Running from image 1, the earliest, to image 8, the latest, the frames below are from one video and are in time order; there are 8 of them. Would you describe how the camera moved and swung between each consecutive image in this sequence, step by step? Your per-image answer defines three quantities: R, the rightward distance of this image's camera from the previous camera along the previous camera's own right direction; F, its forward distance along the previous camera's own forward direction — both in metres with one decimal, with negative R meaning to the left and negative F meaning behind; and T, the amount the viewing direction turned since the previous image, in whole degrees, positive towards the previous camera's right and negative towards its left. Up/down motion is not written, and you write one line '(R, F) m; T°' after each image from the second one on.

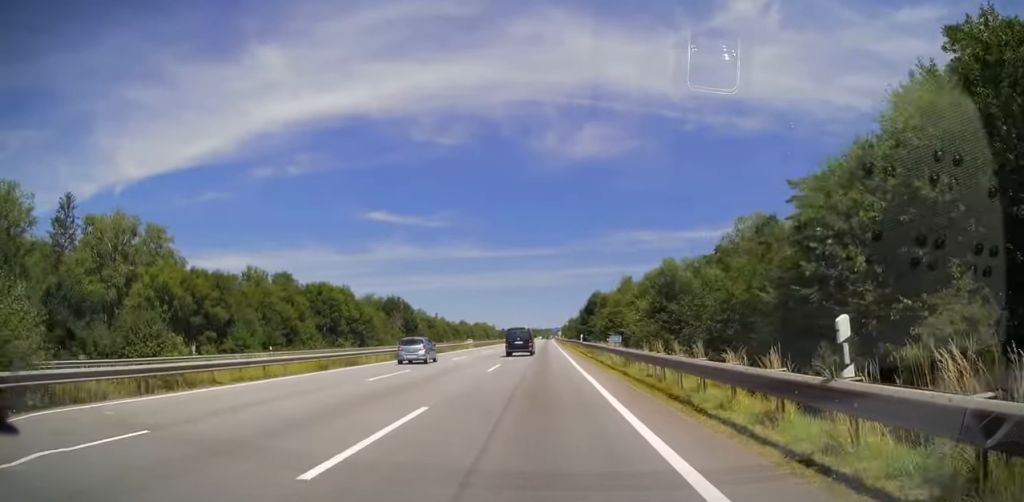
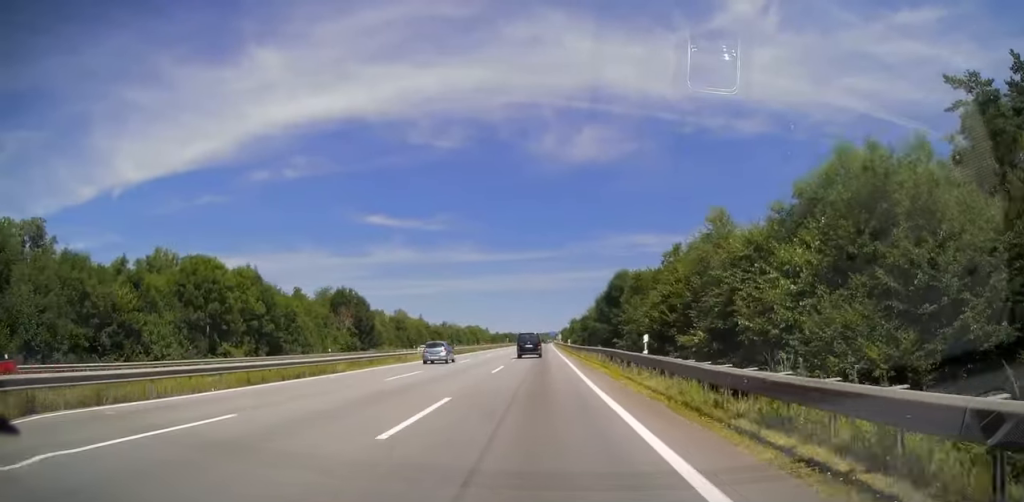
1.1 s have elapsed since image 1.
(+0.2, +33.4) m; 0°
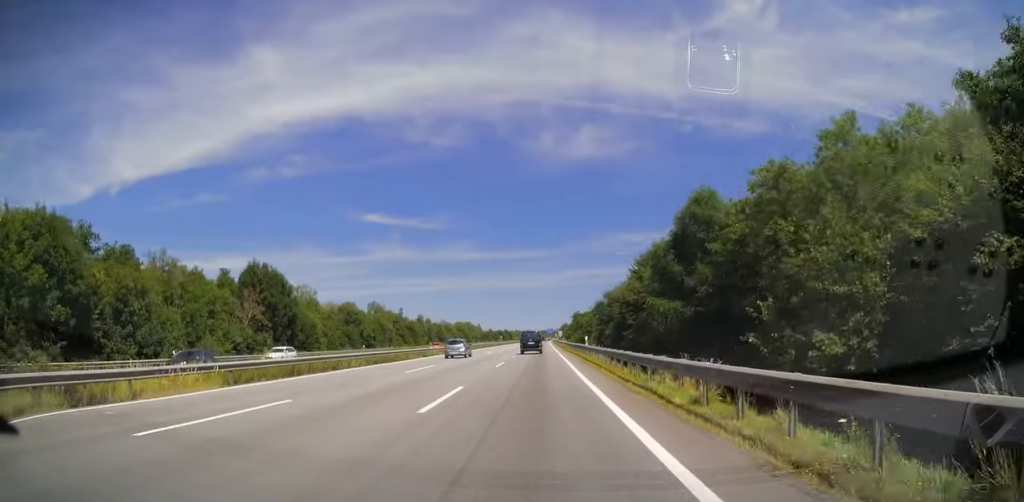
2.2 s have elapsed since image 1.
(-0.3, +33.0) m; 0°
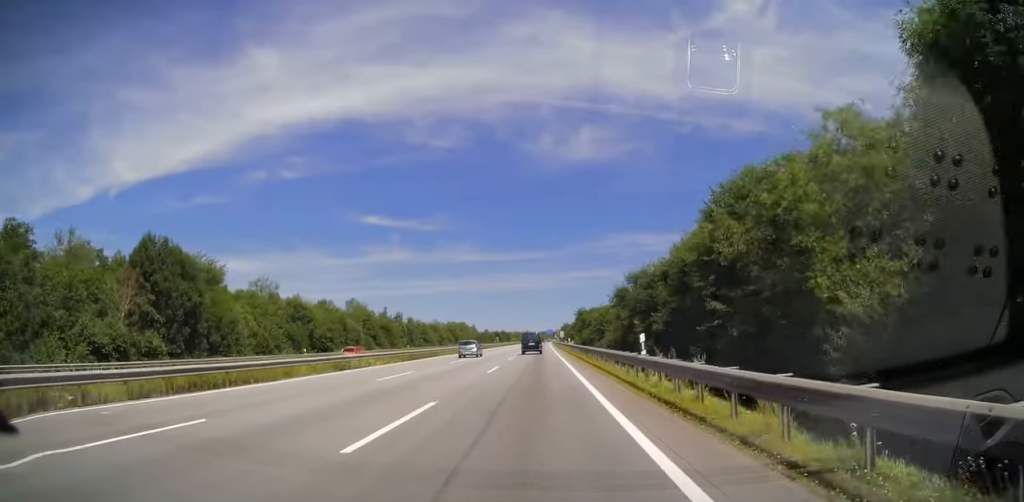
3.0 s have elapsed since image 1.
(0.0, +22.2) m; 0°
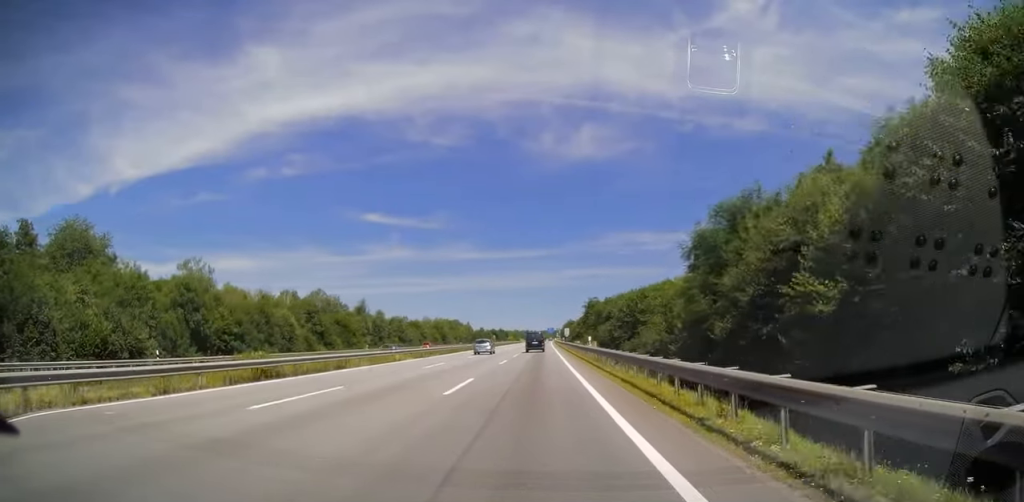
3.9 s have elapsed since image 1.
(+0.1, +28.0) m; +1°
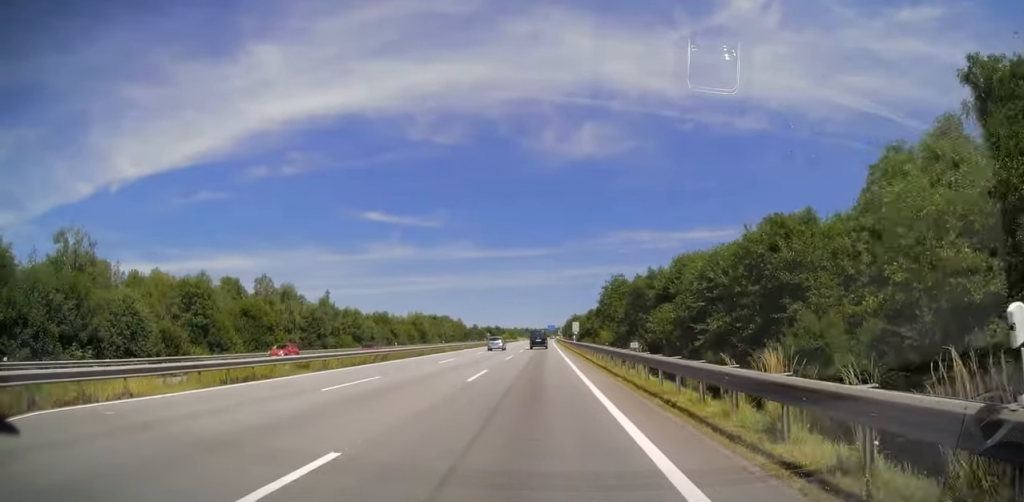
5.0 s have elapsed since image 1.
(+0.2, +32.0) m; 0°
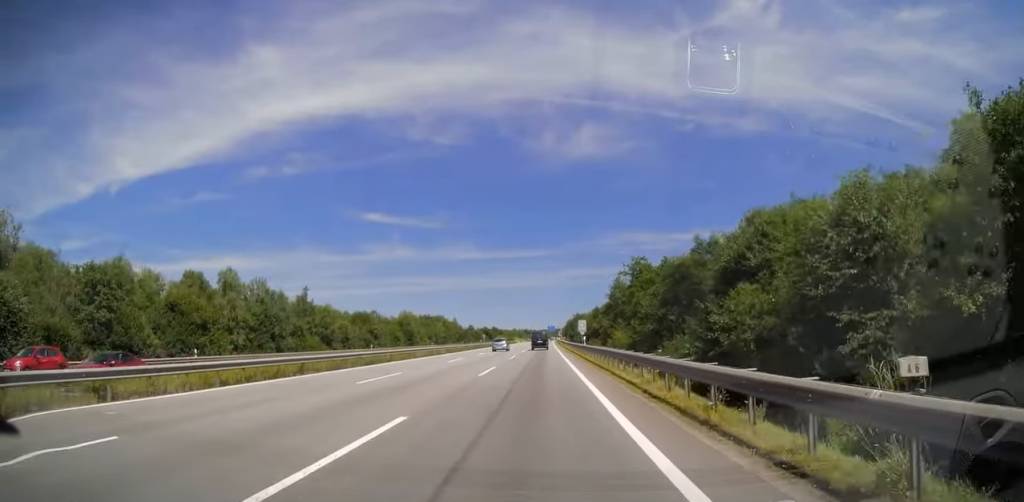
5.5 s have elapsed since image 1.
(-0.1, +14.8) m; 0°
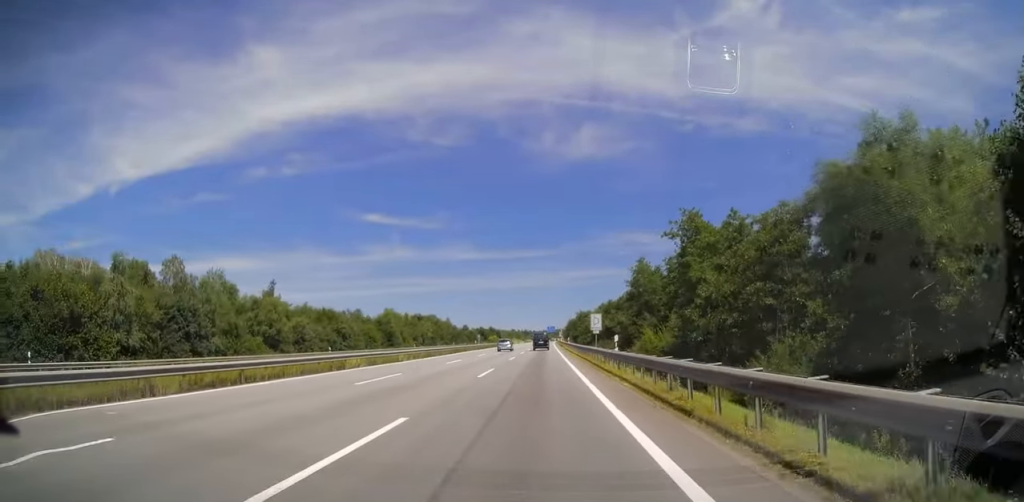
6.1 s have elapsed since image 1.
(-0.1, +18.2) m; 0°
